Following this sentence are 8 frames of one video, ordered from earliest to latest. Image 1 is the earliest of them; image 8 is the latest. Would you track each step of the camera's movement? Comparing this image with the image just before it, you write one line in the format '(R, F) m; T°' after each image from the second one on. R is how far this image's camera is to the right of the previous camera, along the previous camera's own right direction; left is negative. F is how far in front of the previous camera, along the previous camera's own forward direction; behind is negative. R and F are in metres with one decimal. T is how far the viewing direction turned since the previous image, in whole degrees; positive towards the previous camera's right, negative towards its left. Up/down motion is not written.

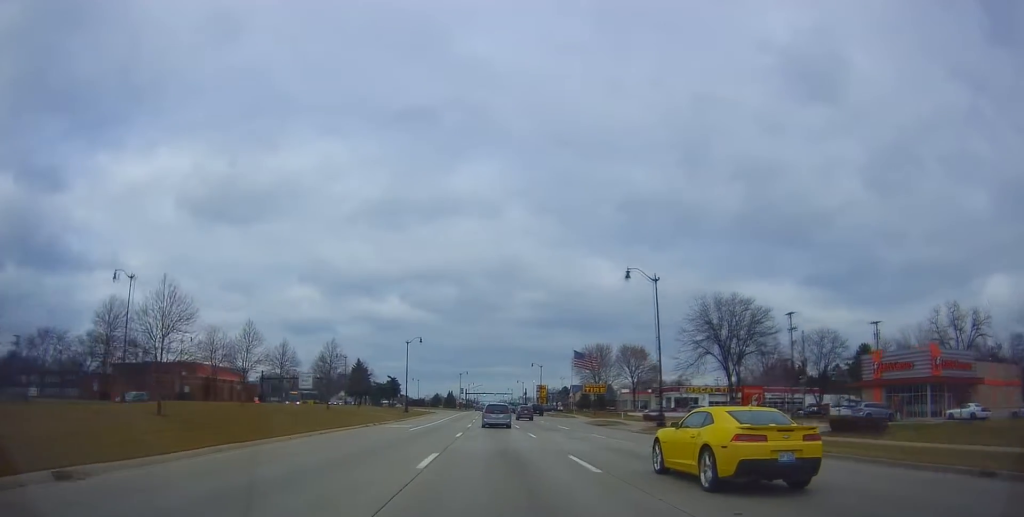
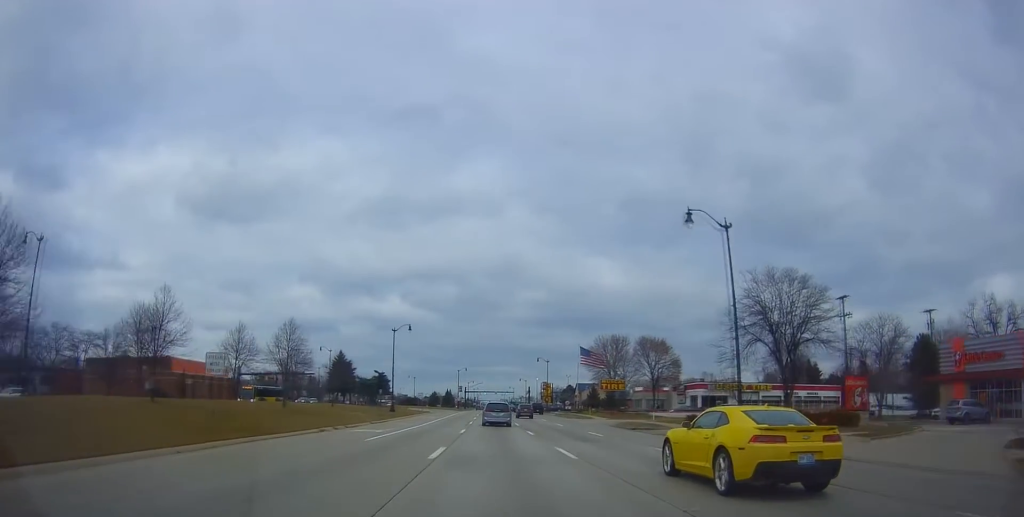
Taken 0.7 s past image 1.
(+0.1, +12.4) m; -1°
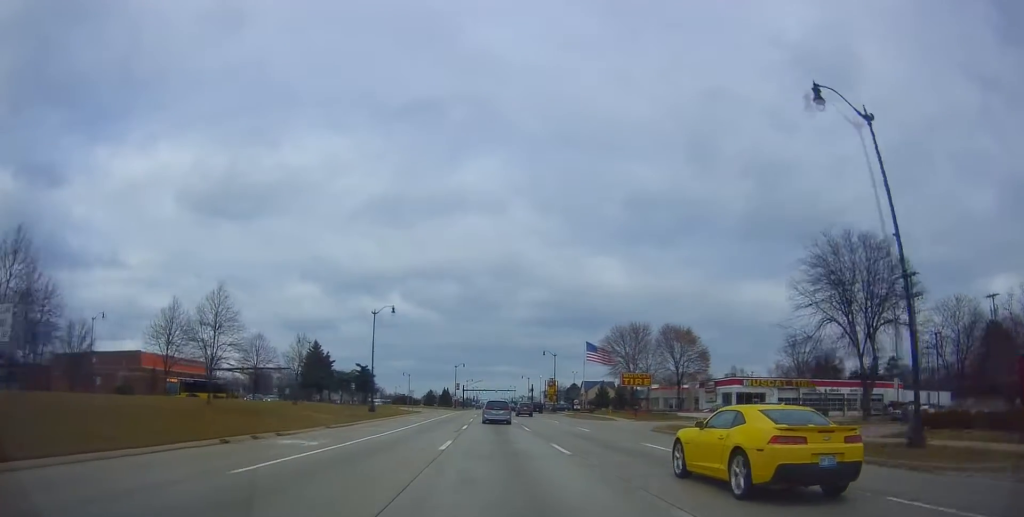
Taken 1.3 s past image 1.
(-0.3, +12.5) m; 0°
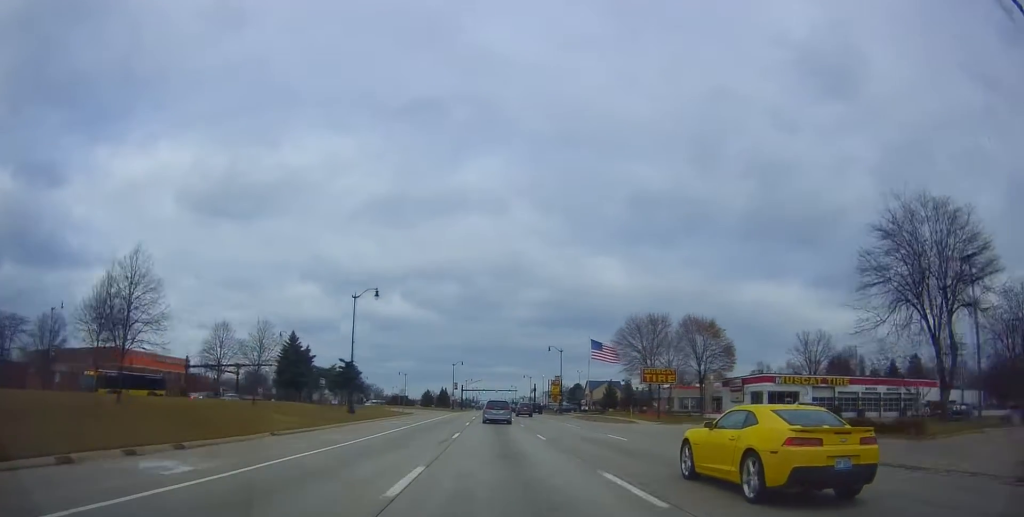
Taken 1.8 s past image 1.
(-0.1, +8.8) m; 0°
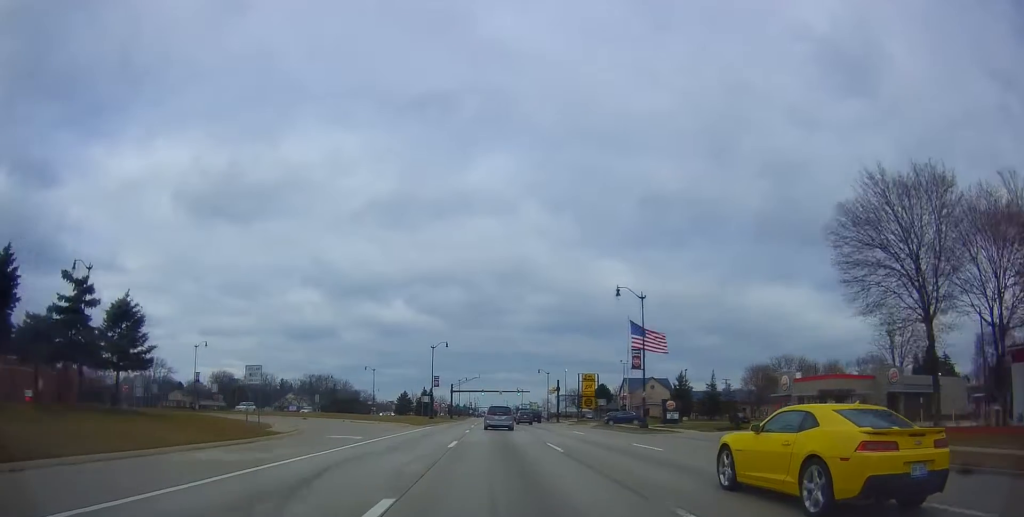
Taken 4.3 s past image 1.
(-0.4, +49.9) m; 0°
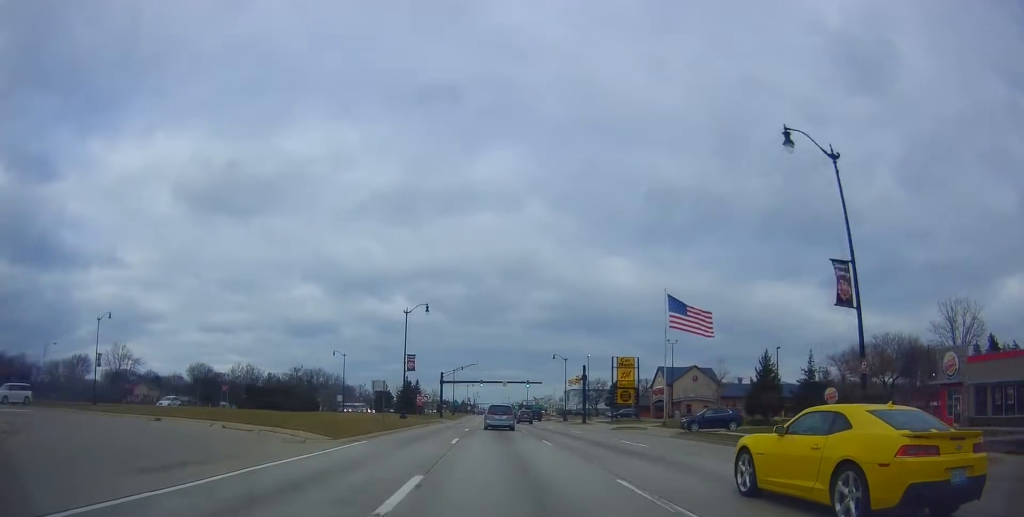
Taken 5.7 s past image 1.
(-0.2, +27.8) m; -2°
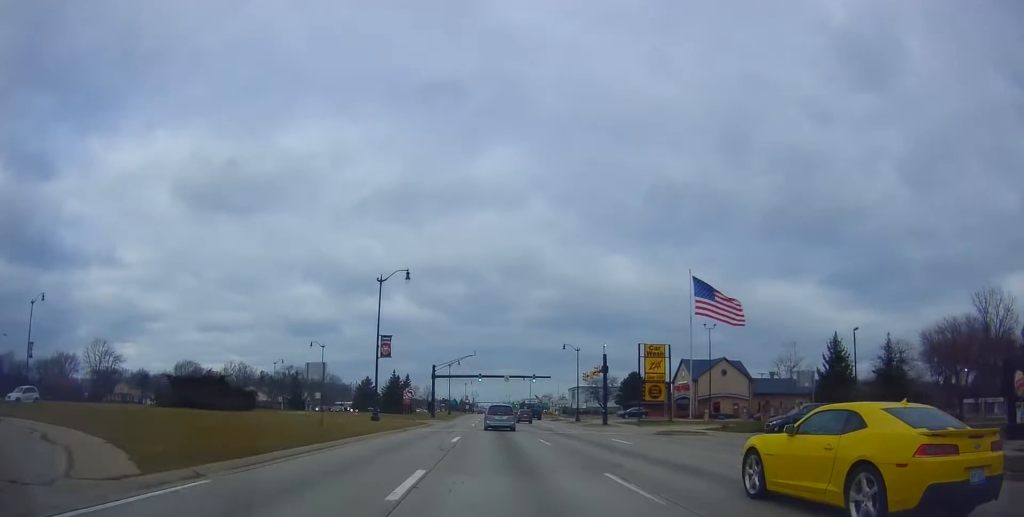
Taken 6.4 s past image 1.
(-0.3, +13.7) m; +1°
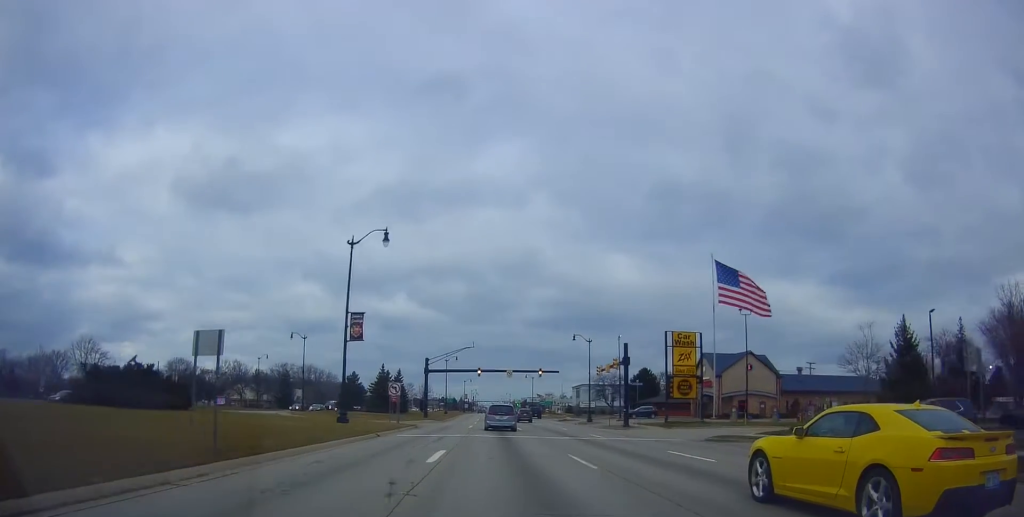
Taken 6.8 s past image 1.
(0.0, +9.6) m; 0°
